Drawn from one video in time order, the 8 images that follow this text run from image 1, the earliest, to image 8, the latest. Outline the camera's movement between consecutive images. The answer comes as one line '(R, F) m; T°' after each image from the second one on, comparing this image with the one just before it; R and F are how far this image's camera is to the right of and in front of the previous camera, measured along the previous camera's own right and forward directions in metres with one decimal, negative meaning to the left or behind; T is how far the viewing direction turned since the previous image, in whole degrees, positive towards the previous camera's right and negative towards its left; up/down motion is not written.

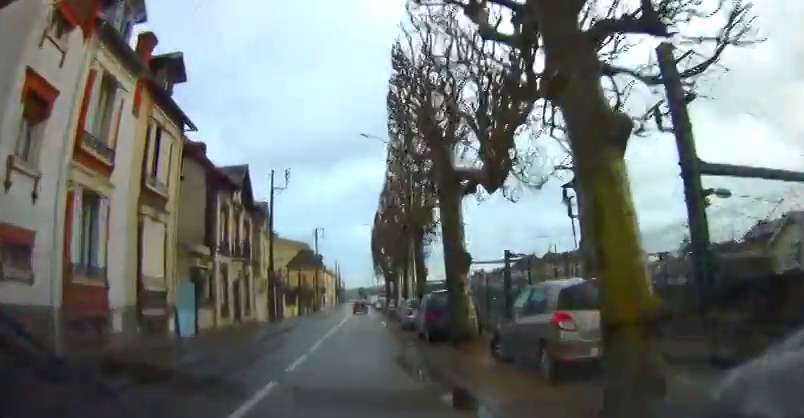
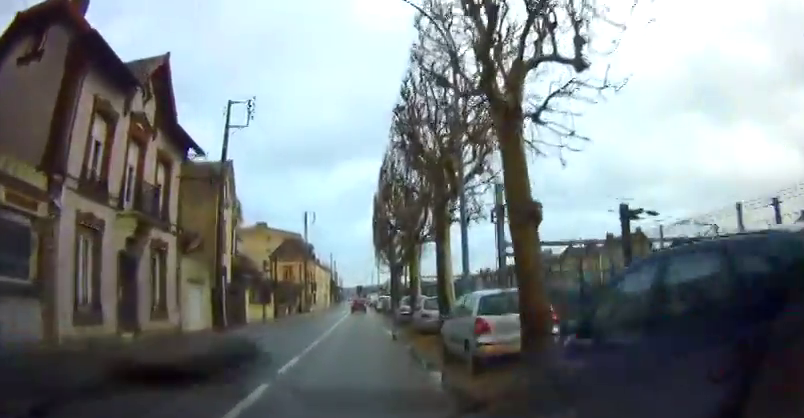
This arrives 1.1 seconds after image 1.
(+0.1, +13.4) m; +1°
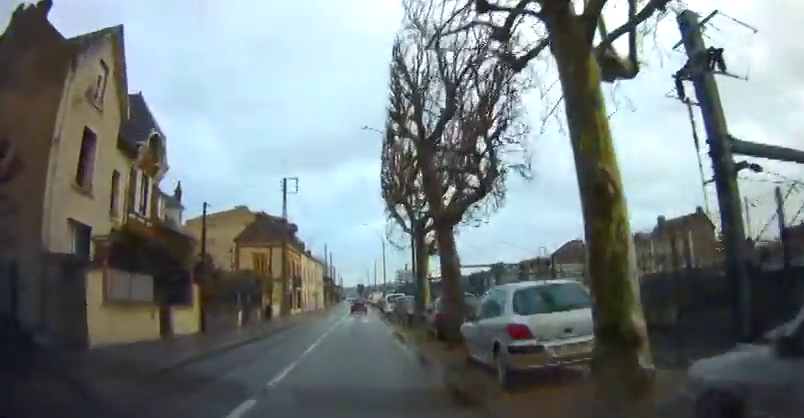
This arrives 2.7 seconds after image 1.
(-0.1, +18.4) m; 0°
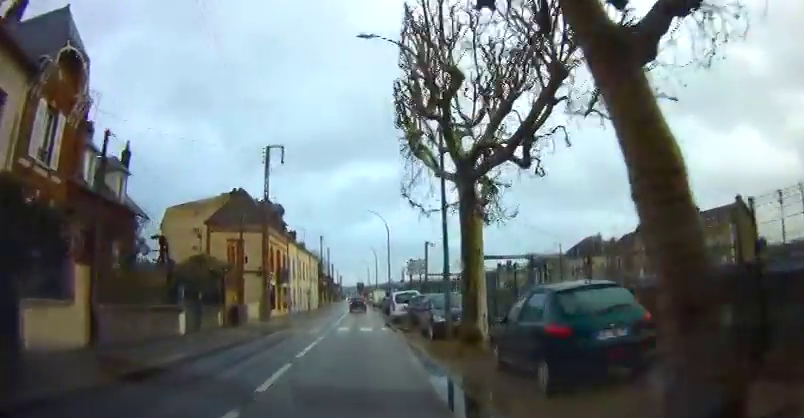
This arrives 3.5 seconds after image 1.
(0.0, +9.4) m; 0°
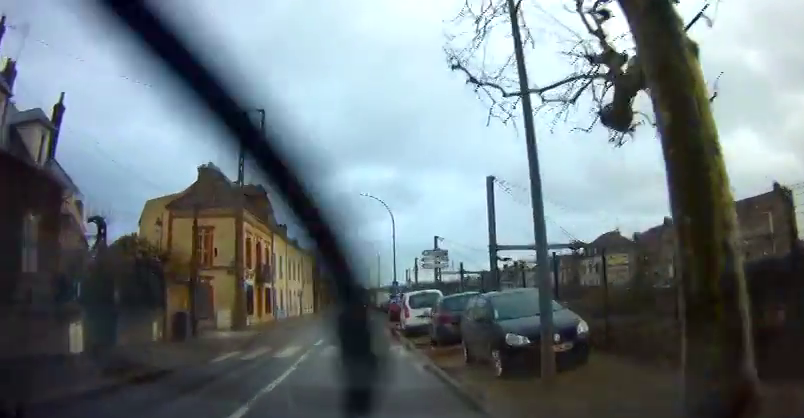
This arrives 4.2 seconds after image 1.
(+0.2, +8.1) m; -1°
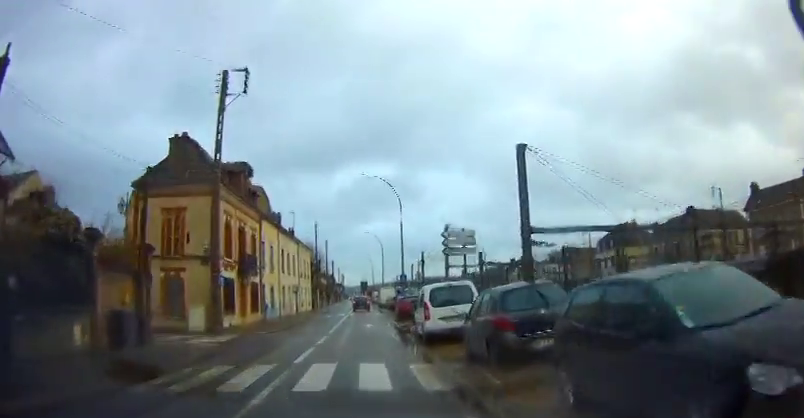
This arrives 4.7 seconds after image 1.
(-0.3, +5.4) m; 0°
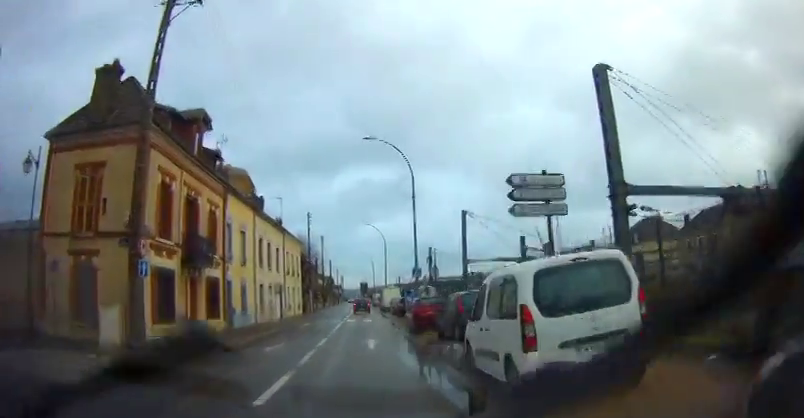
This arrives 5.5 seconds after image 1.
(0.0, +8.5) m; 0°
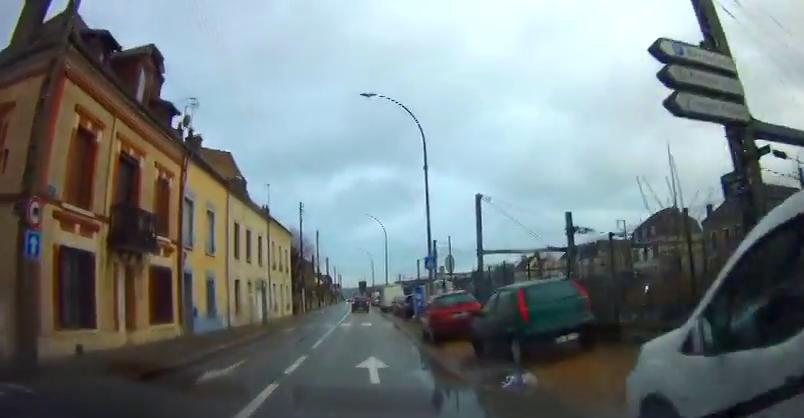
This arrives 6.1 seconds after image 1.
(+0.2, +5.9) m; +1°
